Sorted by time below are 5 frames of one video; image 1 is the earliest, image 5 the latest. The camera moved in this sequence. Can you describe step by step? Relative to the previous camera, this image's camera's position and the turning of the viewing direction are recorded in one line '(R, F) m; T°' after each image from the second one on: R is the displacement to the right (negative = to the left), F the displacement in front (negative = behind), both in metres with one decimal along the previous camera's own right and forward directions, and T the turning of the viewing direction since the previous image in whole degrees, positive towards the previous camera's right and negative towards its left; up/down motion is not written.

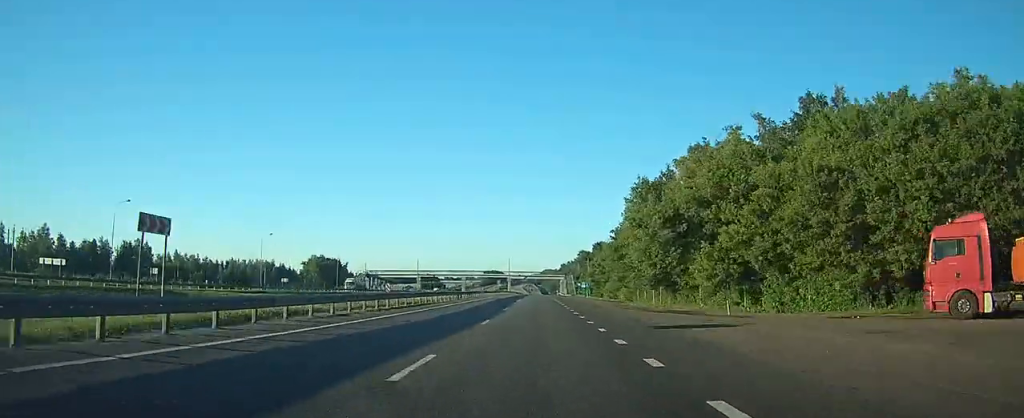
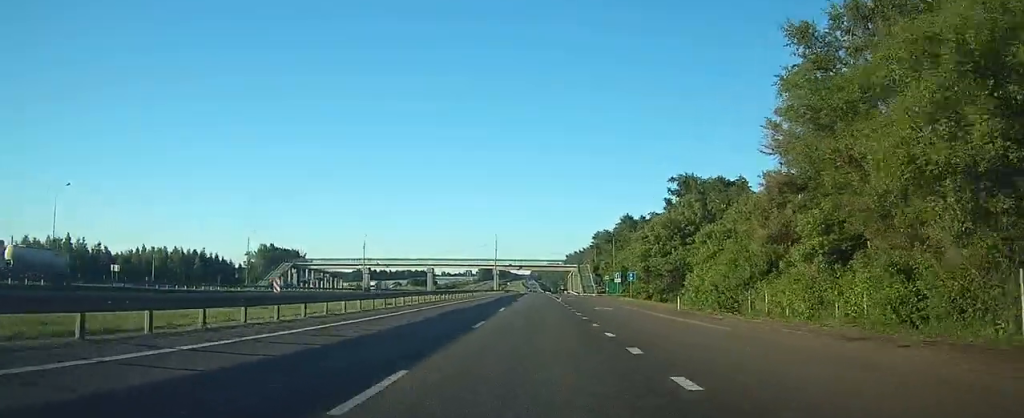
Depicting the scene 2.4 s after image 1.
(+0.1, +61.0) m; 0°
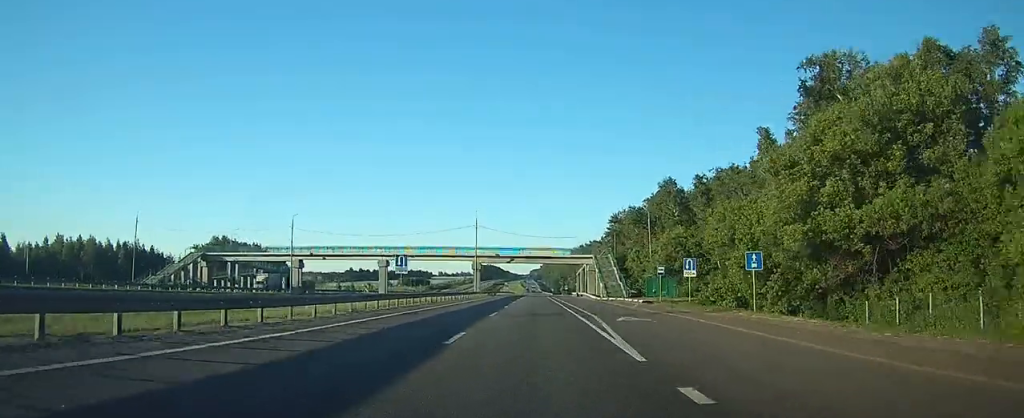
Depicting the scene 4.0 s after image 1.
(0.0, +40.4) m; 0°
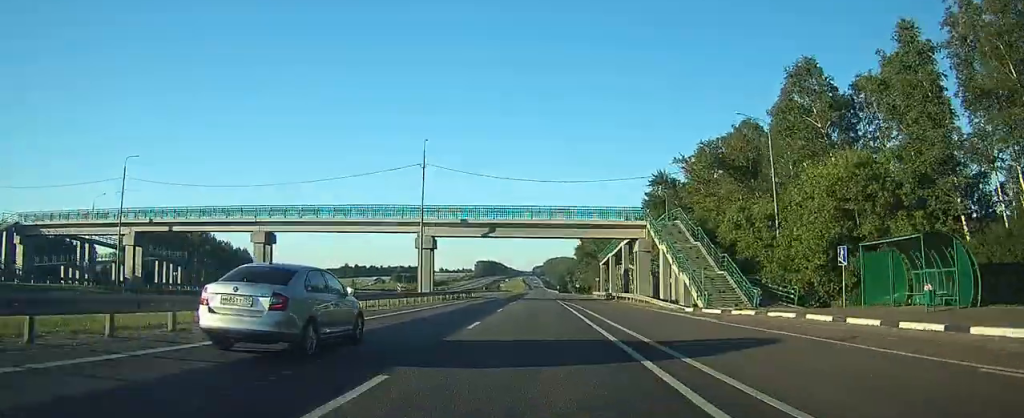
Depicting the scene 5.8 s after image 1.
(-0.5, +44.3) m; -5°
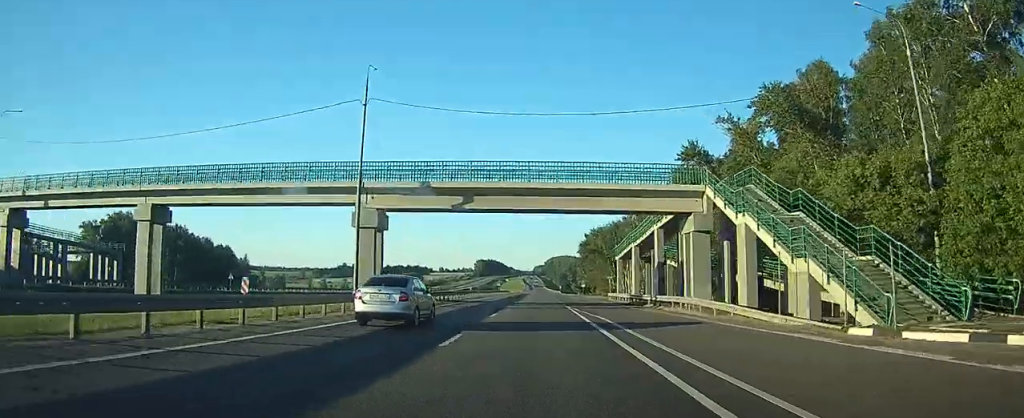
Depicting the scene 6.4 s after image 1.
(-1.0, +17.1) m; +4°
